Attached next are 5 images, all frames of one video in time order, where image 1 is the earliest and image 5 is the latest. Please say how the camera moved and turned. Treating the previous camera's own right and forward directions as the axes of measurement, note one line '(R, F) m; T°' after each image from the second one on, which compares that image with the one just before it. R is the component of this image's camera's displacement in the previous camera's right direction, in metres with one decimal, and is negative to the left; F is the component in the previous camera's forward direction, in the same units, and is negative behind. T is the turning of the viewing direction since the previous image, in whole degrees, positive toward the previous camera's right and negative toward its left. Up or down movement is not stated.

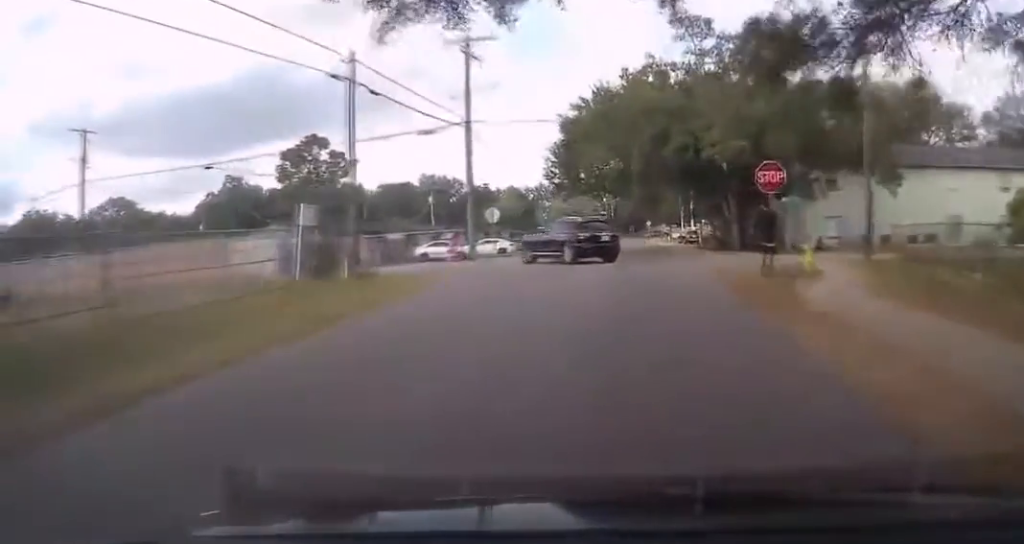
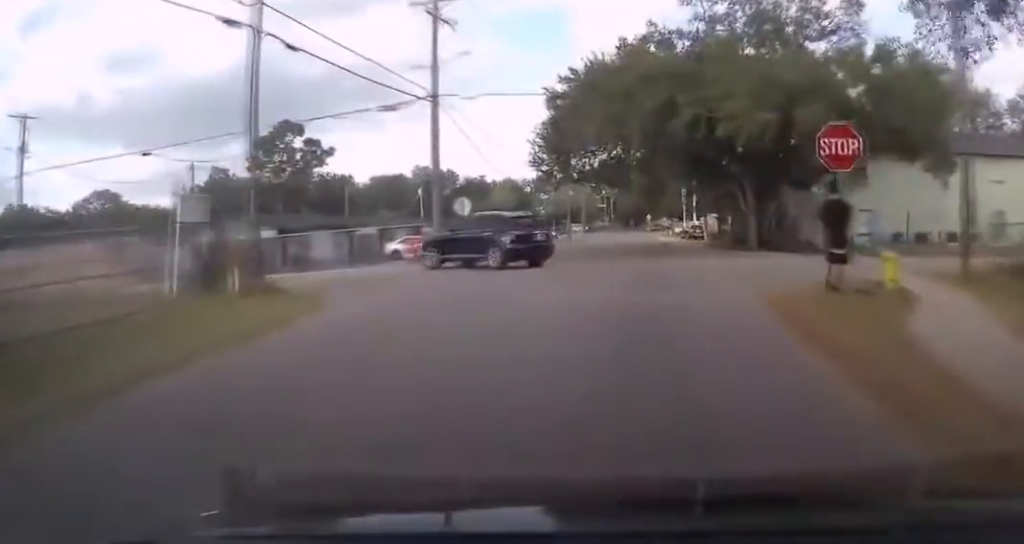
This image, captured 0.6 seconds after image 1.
(+0.3, +6.9) m; +2°
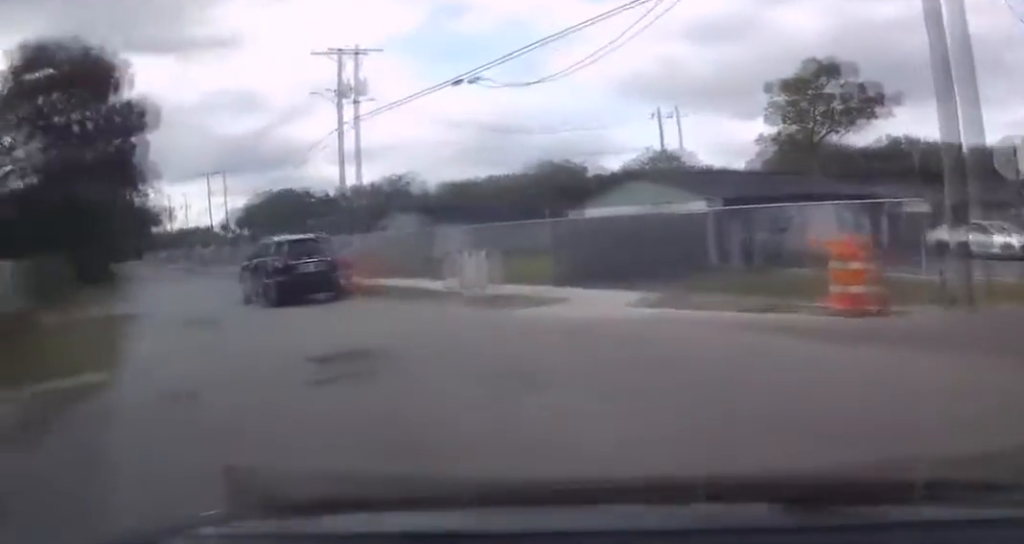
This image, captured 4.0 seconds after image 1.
(-3.4, +23.1) m; -60°
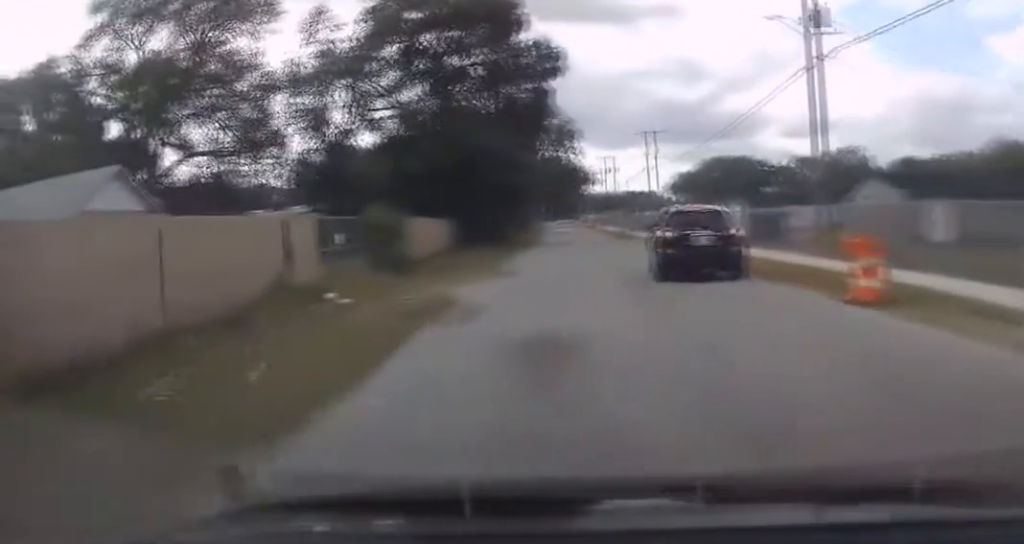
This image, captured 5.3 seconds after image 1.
(-2.4, +6.6) m; -25°
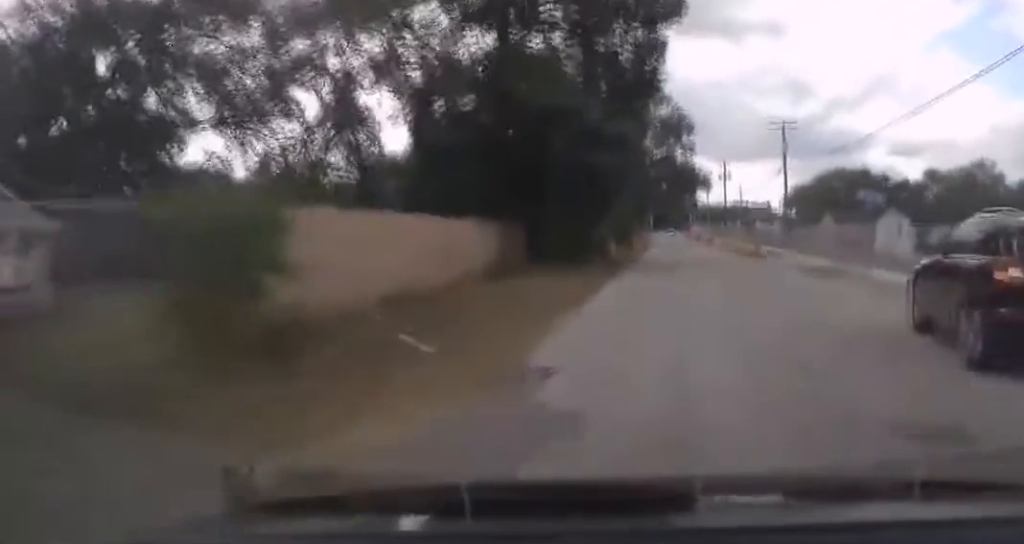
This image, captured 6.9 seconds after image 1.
(-1.1, +14.0) m; -6°
